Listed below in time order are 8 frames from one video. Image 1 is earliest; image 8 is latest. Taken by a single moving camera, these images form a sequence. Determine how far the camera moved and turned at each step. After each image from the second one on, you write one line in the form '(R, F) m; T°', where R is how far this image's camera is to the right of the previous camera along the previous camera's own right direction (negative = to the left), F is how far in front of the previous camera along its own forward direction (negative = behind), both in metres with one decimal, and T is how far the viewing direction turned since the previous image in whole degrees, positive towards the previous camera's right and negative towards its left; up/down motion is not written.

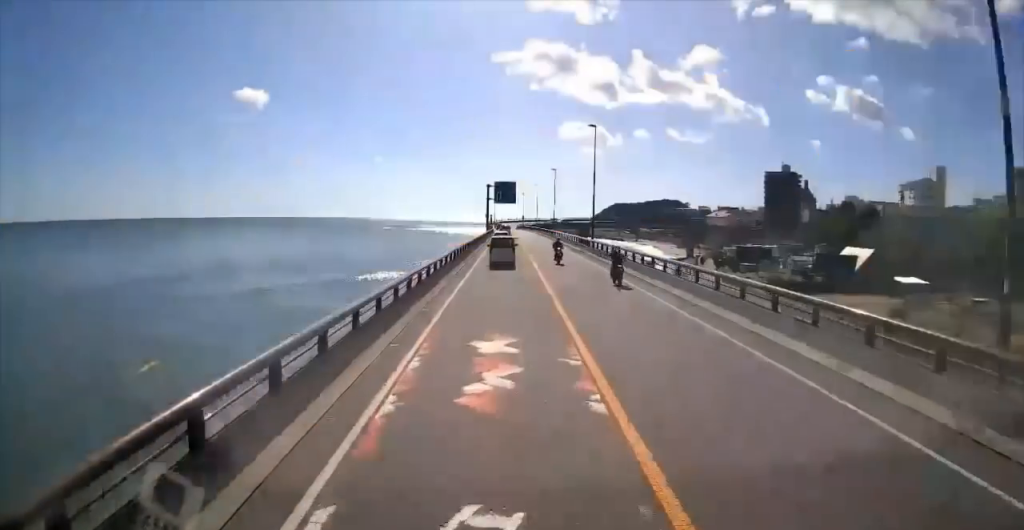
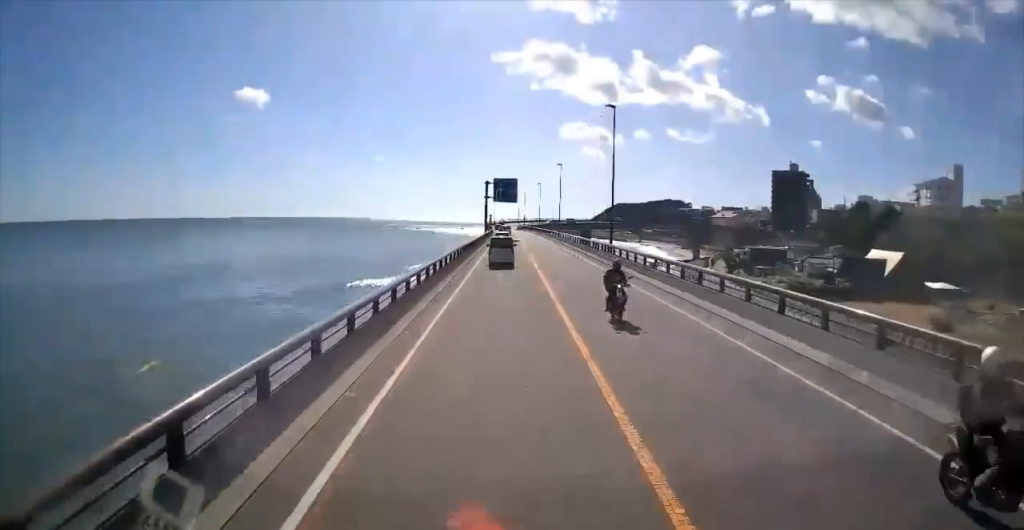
(-0.4, +8.0) m; 0°
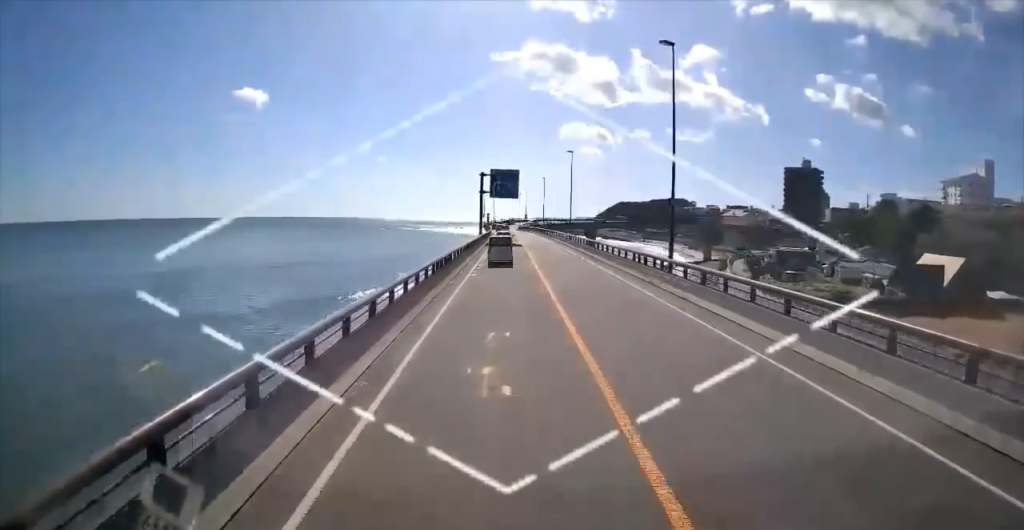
(+0.5, +14.4) m; 0°
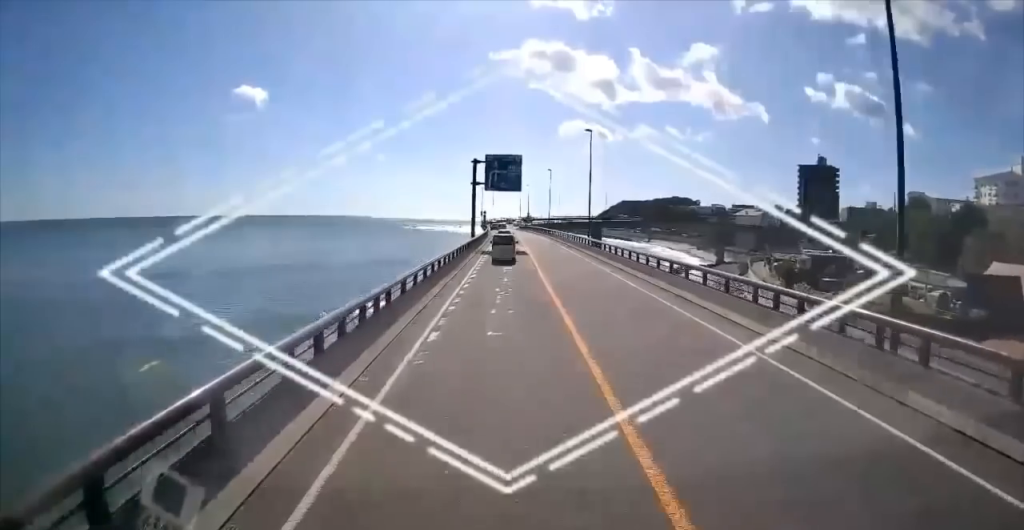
(-0.6, +14.8) m; +1°
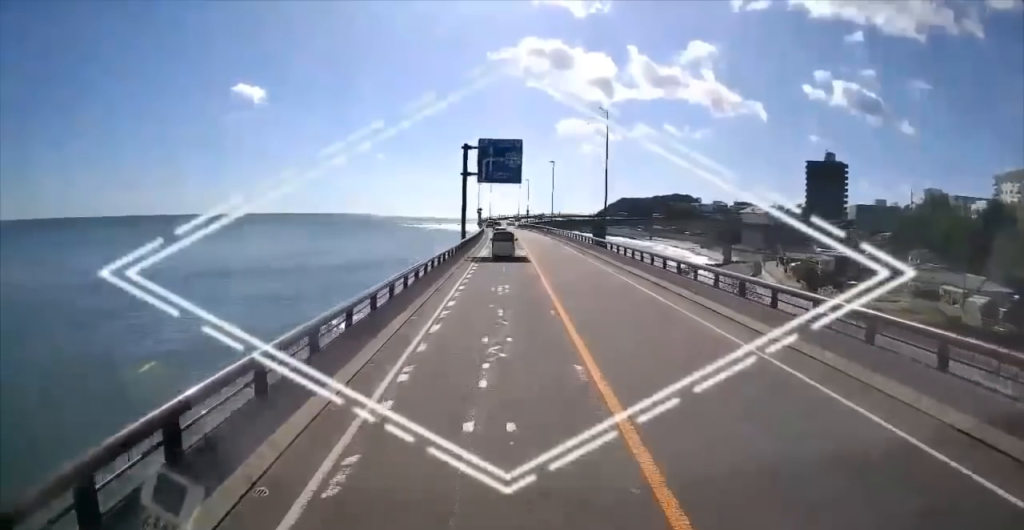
(+0.6, +9.4) m; -1°
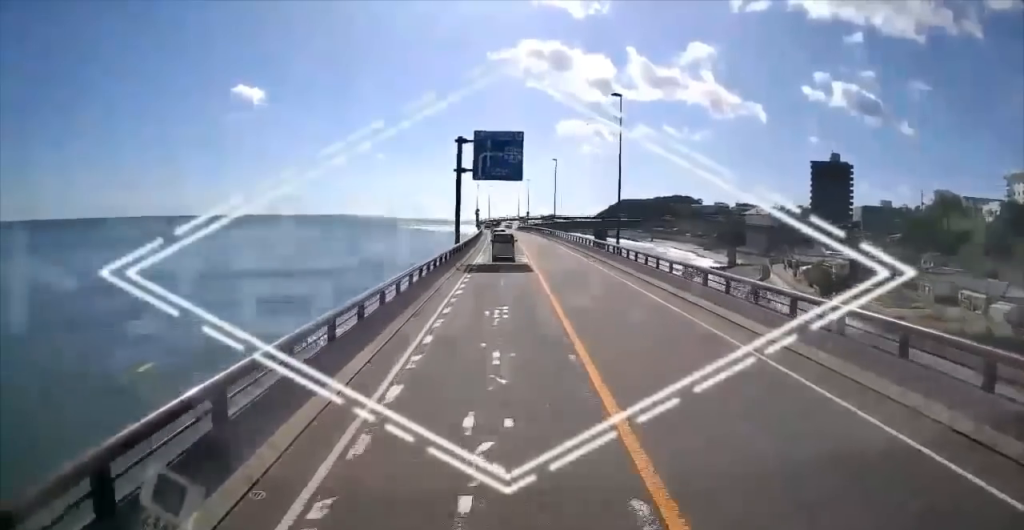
(0.0, +5.1) m; 0°
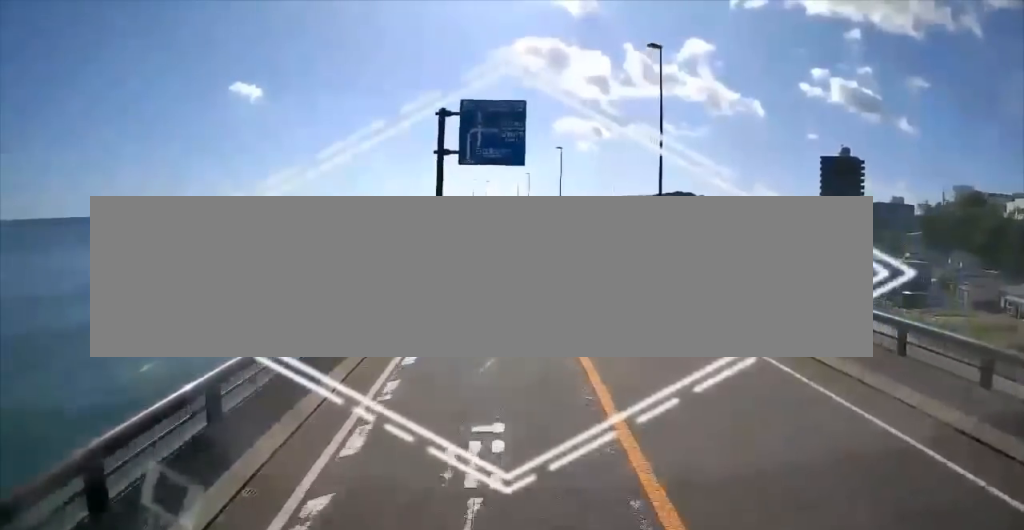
(-0.8, +10.1) m; 0°
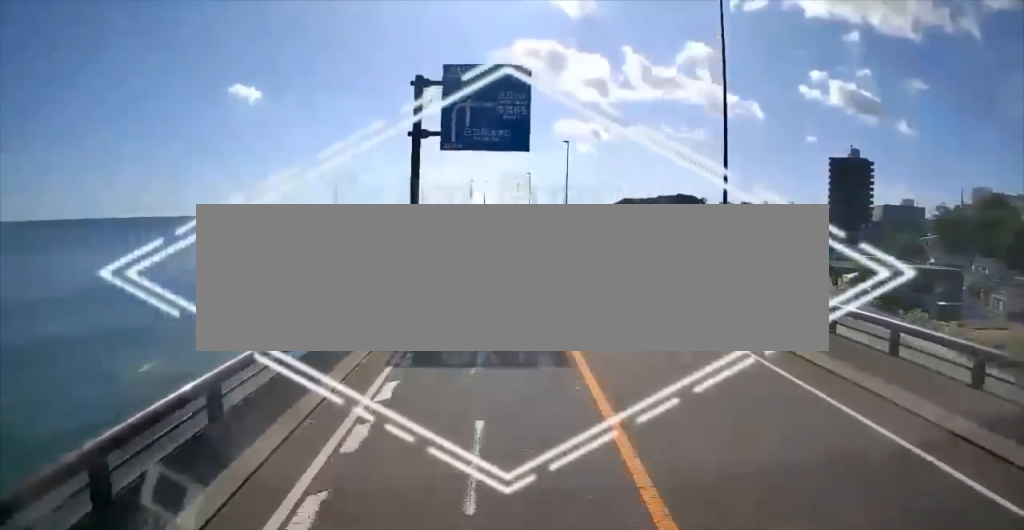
(+0.6, +7.9) m; +3°
